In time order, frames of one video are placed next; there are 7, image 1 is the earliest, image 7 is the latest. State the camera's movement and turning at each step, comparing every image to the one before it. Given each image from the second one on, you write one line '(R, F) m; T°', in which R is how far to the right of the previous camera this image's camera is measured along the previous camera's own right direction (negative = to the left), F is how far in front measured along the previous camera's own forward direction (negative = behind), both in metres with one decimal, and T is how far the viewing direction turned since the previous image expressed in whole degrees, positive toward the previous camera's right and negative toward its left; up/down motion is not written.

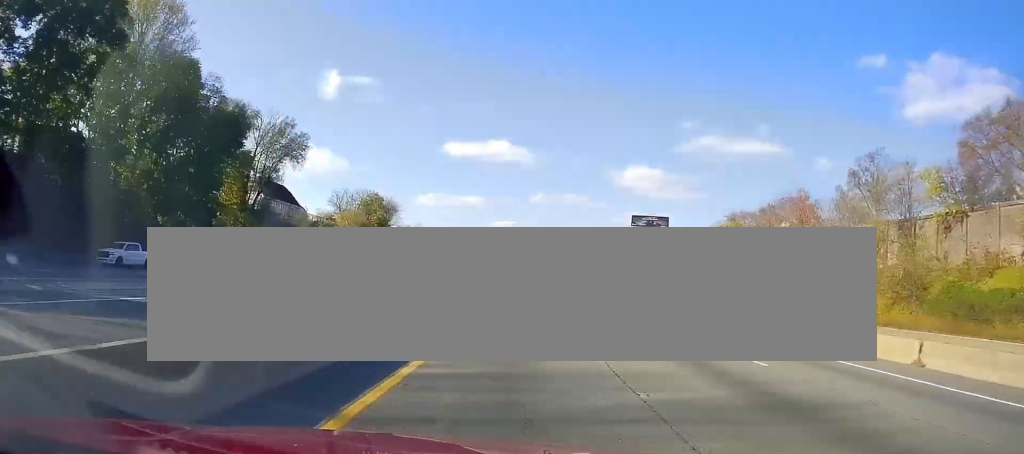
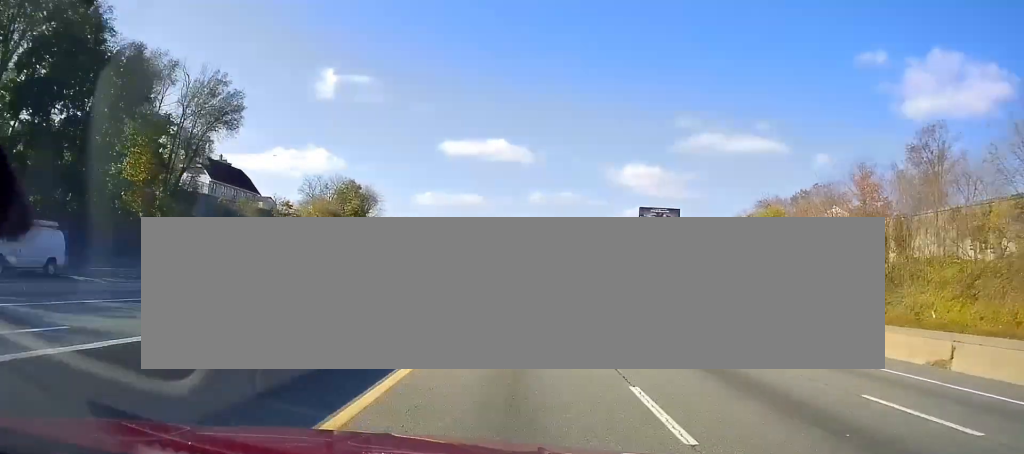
(+0.1, +19.6) m; +1°
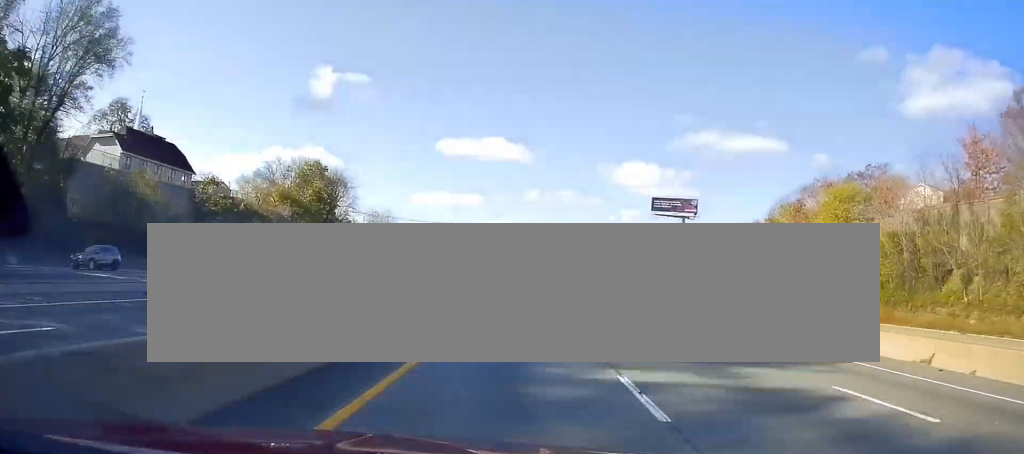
(+0.4, +23.1) m; +1°
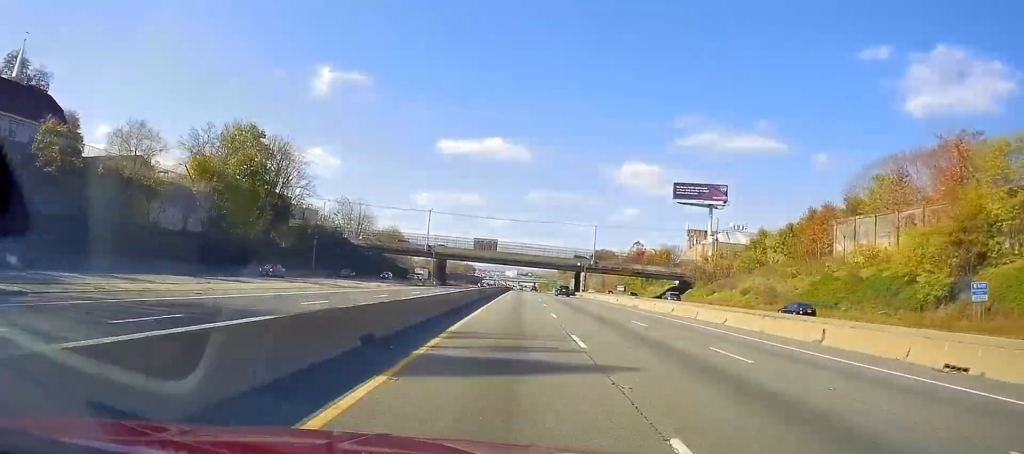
(+0.1, +28.8) m; +1°
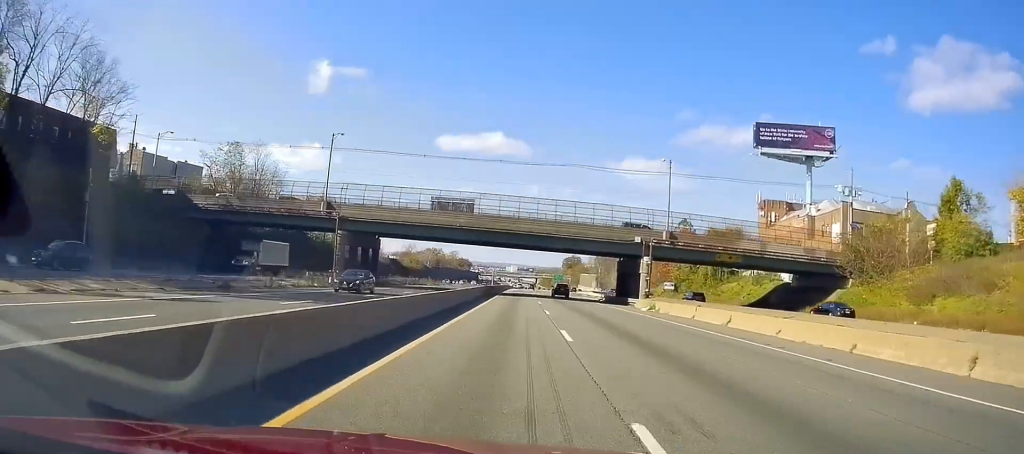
(+0.3, +58.0) m; 0°
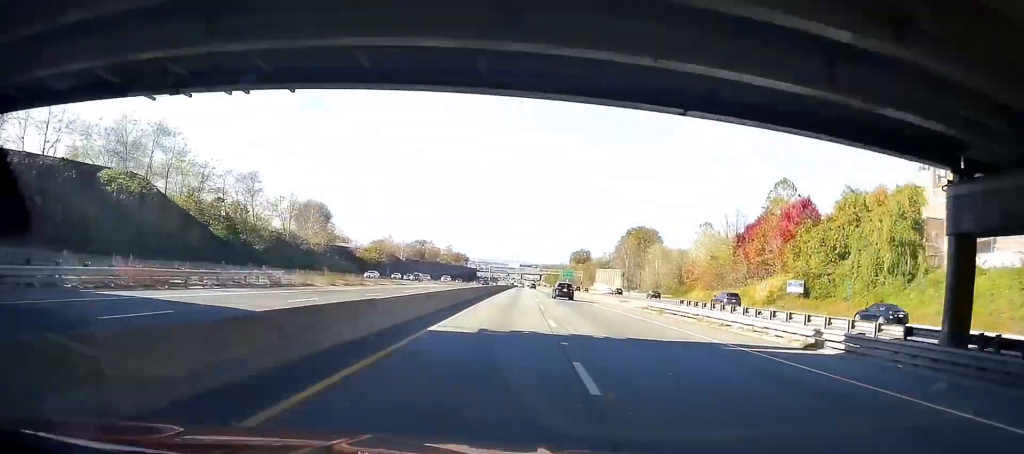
(-0.7, +55.7) m; -1°
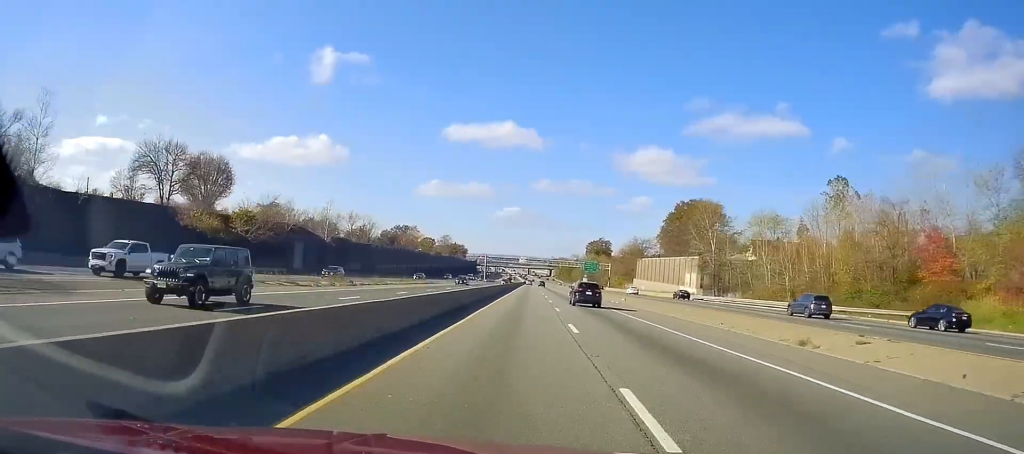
(-0.2, +75.5) m; -2°
